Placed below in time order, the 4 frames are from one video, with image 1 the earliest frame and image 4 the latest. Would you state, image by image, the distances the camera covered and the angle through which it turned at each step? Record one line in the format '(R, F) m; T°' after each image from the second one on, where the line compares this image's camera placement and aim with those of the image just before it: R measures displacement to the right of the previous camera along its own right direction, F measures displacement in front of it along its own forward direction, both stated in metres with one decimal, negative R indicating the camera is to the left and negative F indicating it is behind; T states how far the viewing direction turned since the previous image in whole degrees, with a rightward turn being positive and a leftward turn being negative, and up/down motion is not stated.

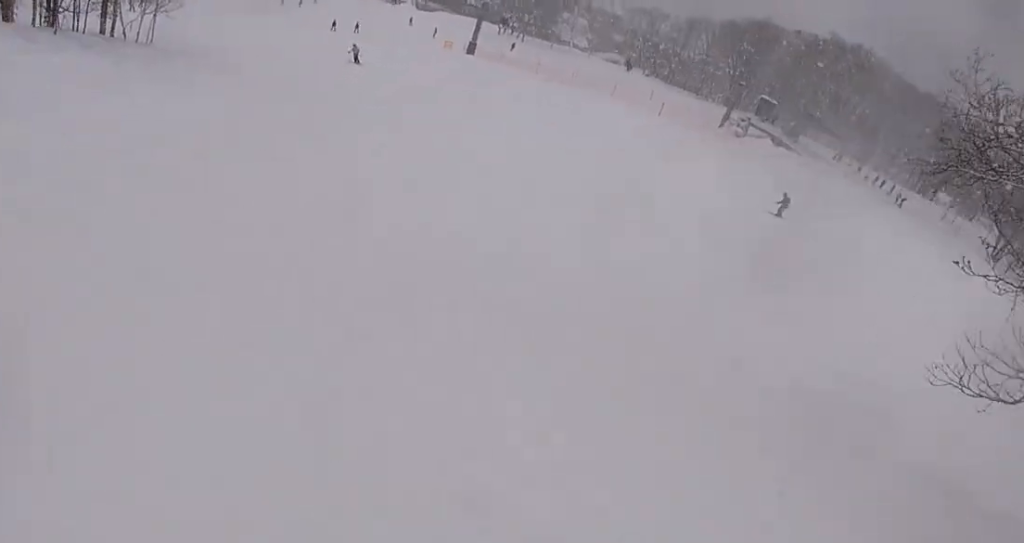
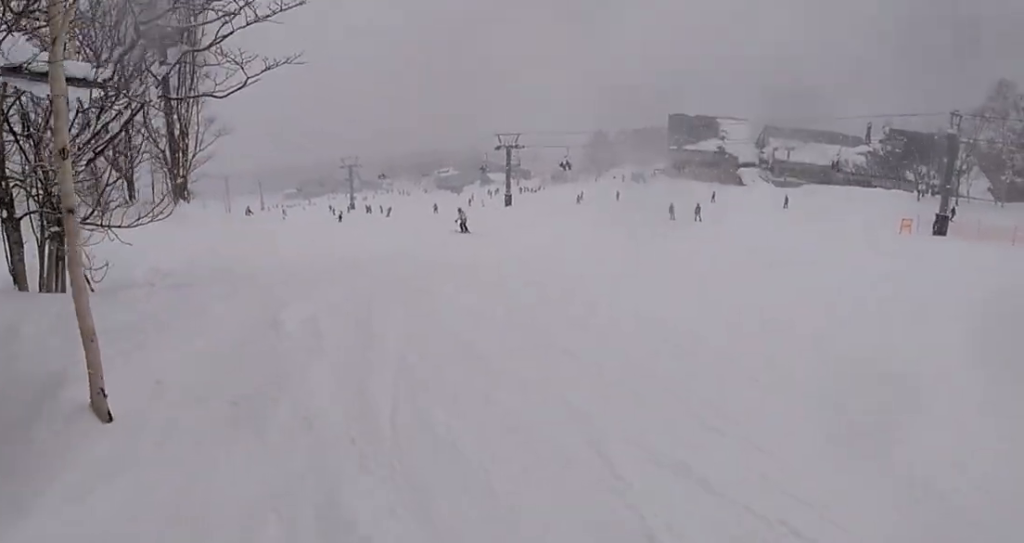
(-10.9, +34.4) m; -36°
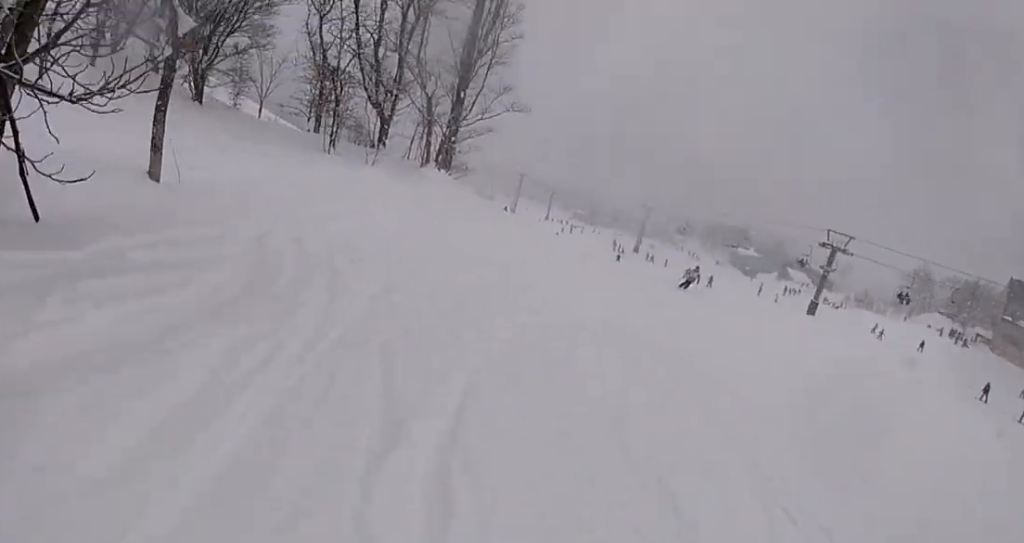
(-1.7, +9.7) m; -16°
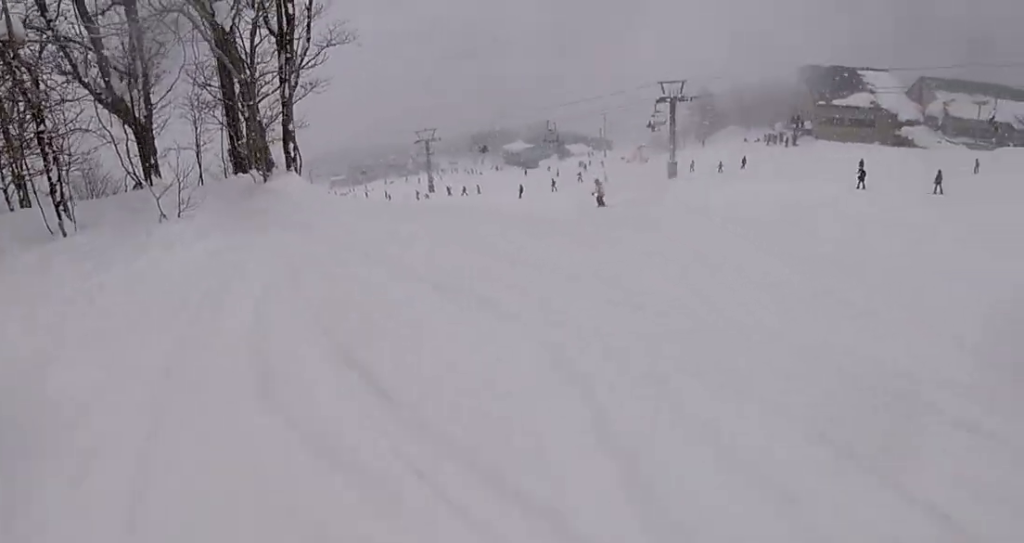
(+1.8, +15.2) m; +27°
